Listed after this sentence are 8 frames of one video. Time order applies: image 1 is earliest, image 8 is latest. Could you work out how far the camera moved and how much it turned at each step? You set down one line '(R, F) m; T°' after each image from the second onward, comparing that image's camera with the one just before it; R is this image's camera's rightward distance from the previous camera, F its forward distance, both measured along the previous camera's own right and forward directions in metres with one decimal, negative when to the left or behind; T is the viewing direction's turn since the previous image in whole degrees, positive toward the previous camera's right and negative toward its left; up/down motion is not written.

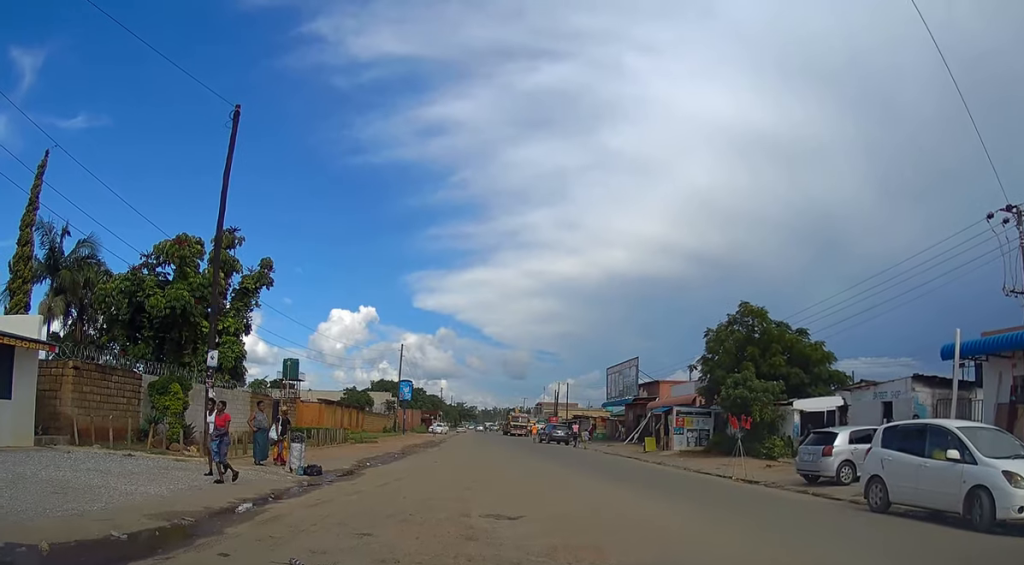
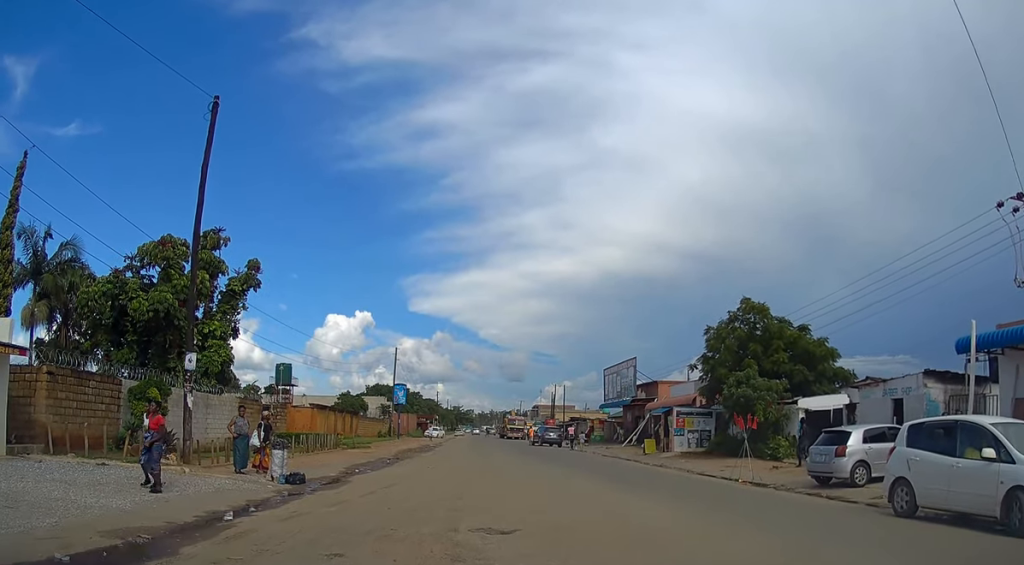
(-0.1, +0.8) m; -3°
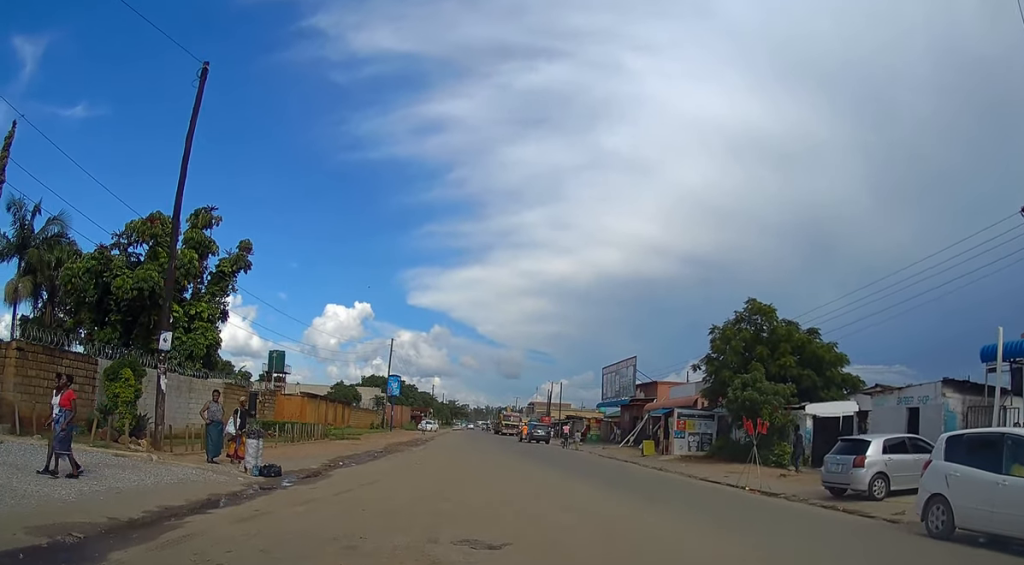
(-0.1, +1.1) m; -4°
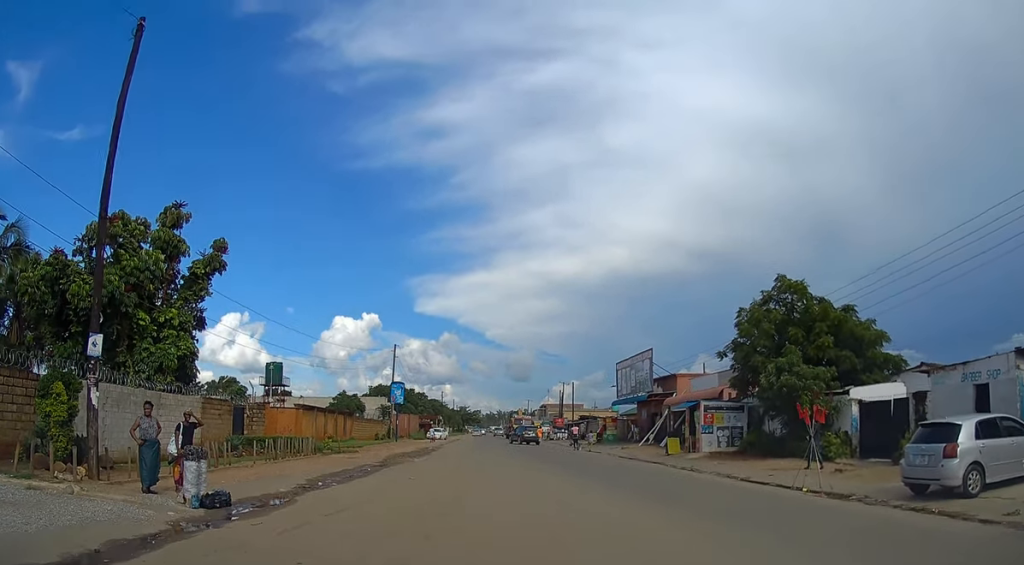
(0.0, +3.0) m; -1°
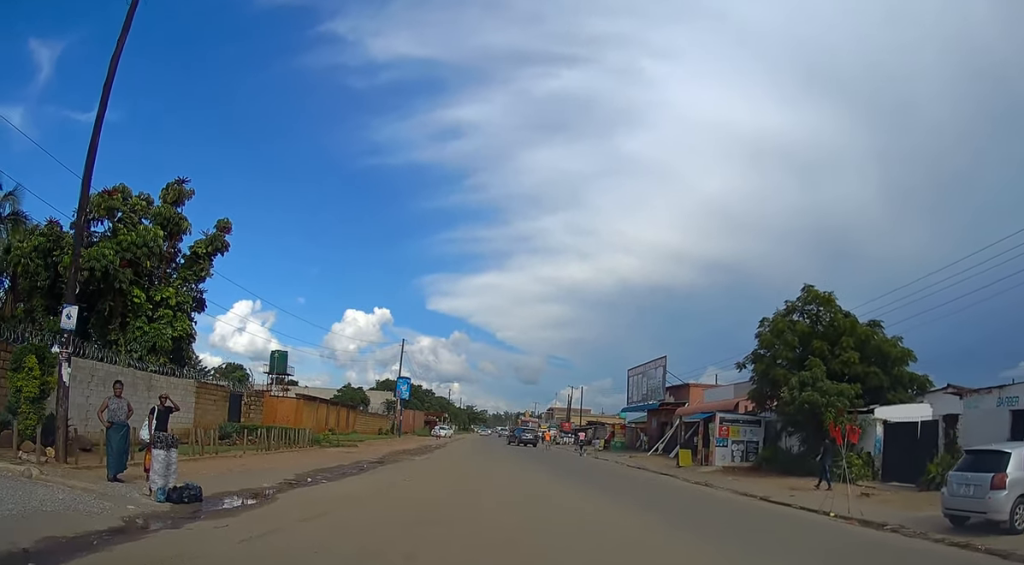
(0.0, +1.1) m; 0°
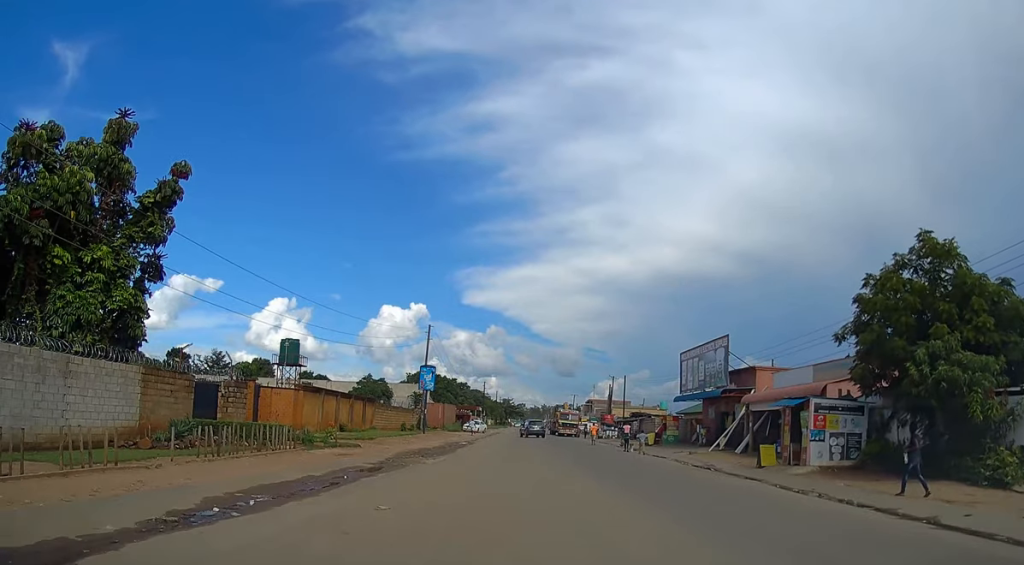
(-0.1, +6.5) m; -3°
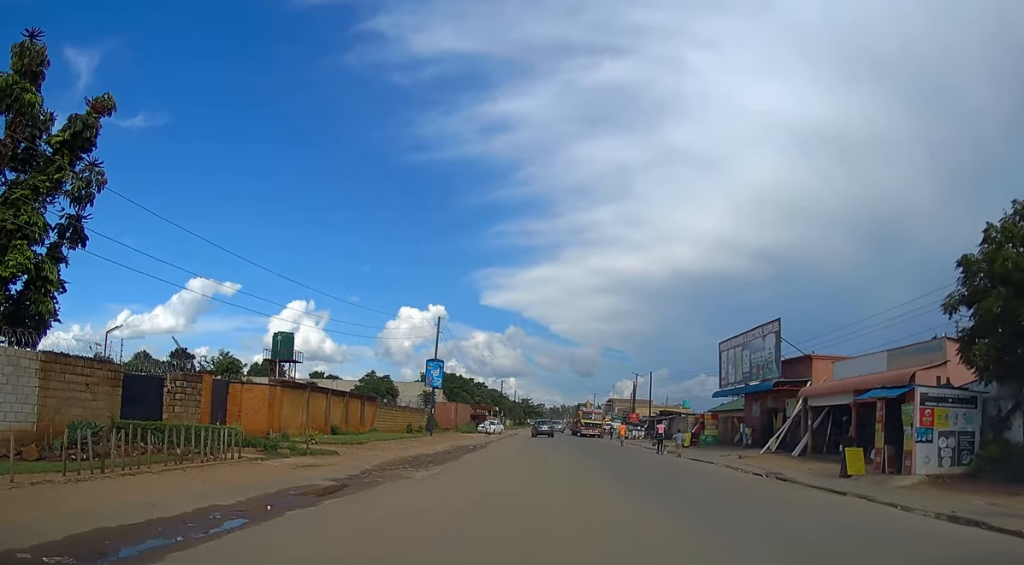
(-0.1, +5.6) m; -2°
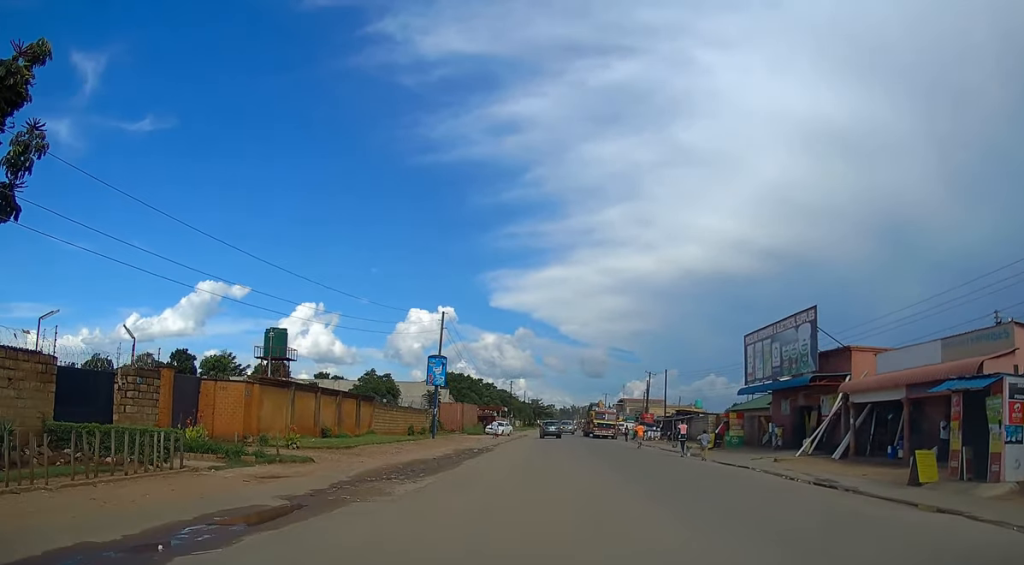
(0.0, +3.5) m; 0°
